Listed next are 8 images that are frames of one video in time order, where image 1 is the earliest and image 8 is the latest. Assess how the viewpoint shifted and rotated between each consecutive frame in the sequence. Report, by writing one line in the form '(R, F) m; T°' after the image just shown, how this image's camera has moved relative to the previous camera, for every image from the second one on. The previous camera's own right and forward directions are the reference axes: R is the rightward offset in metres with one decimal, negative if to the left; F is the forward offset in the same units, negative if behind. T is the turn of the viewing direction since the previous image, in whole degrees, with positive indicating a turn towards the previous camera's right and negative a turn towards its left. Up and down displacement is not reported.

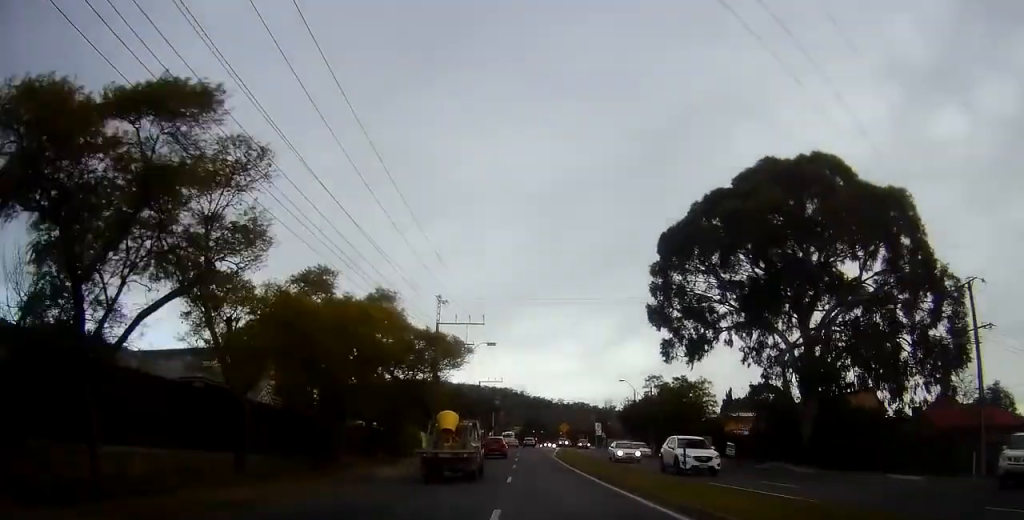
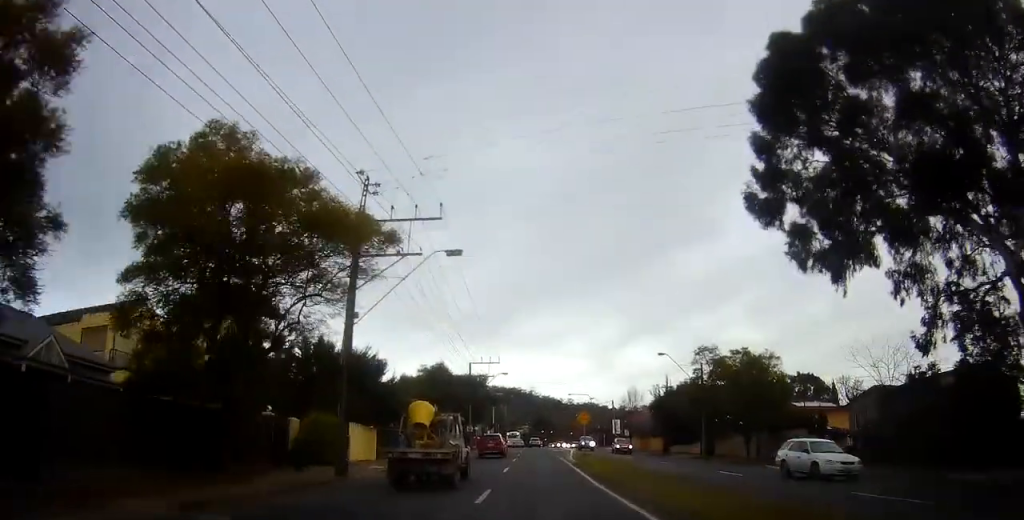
(+0.1, +18.5) m; -3°
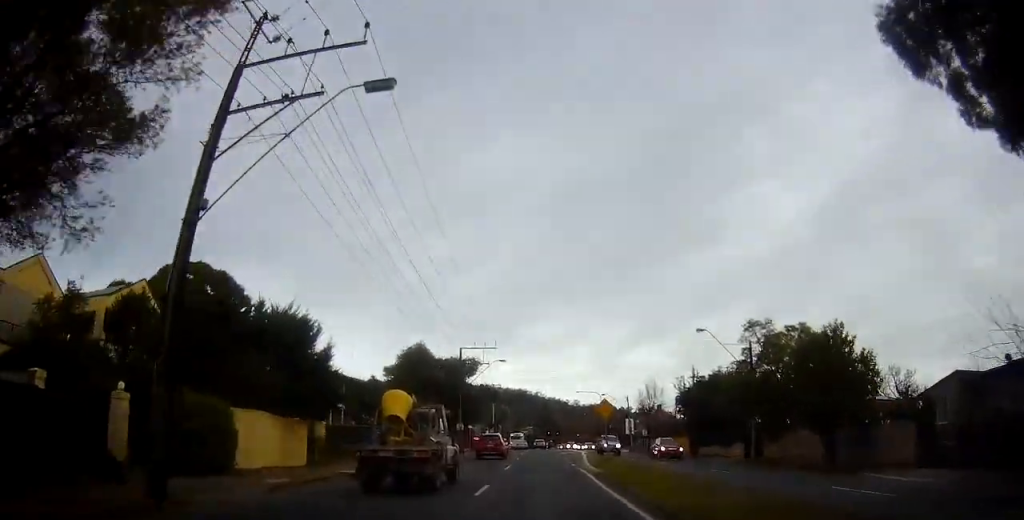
(-0.5, +10.9) m; 0°
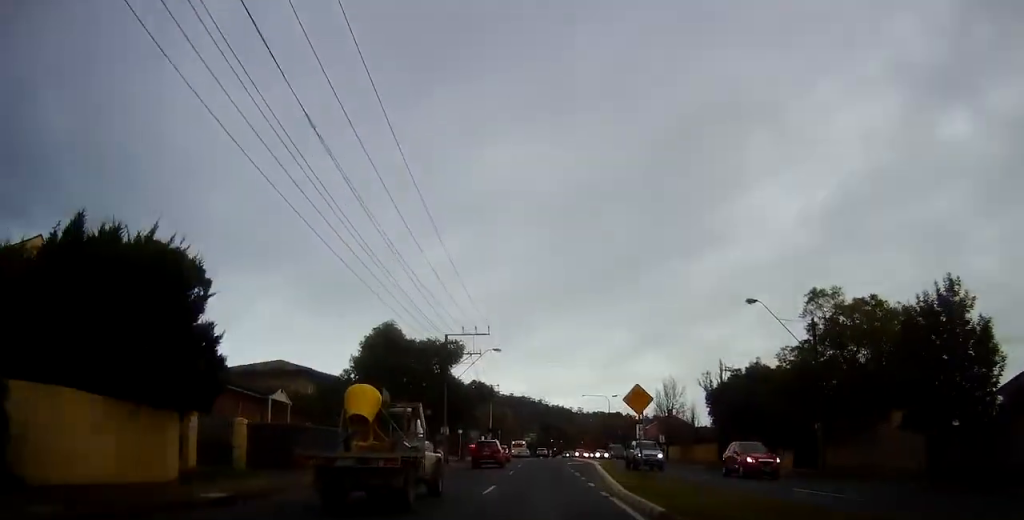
(-0.1, +9.2) m; 0°
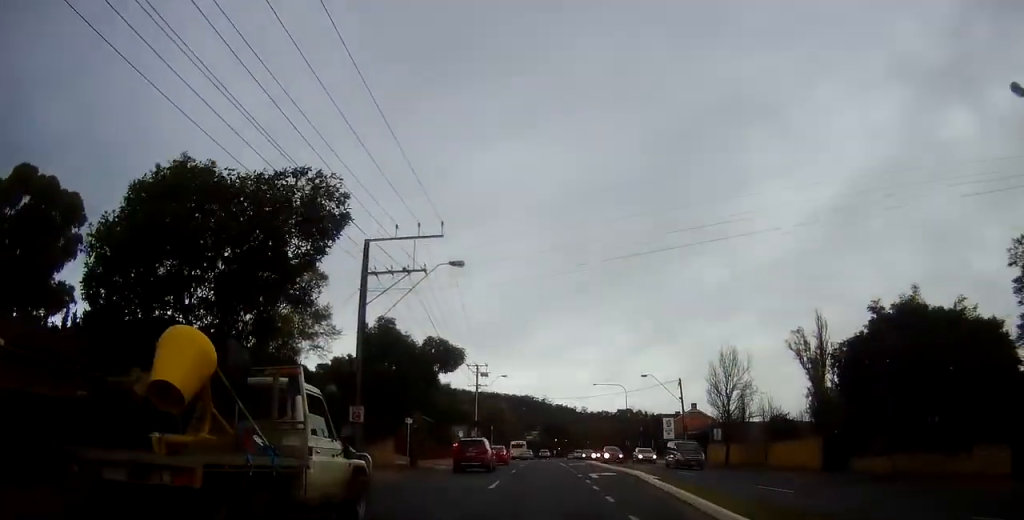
(+0.2, +20.5) m; -1°
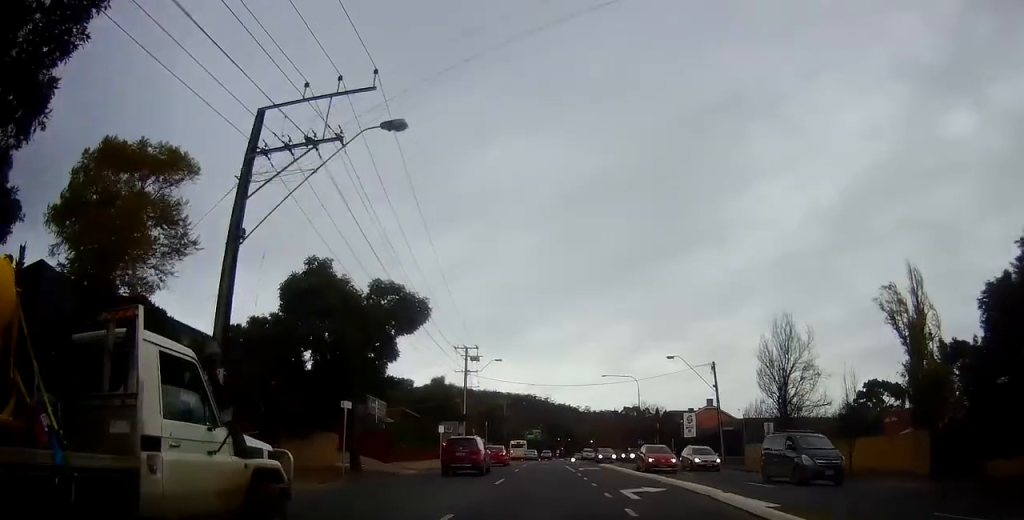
(-0.3, +10.6) m; 0°
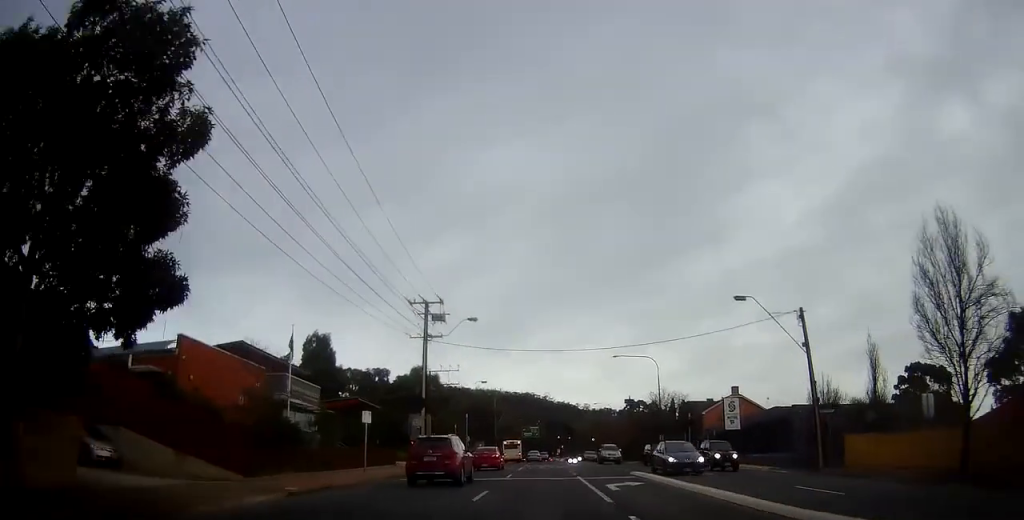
(+0.5, +16.7) m; +3°
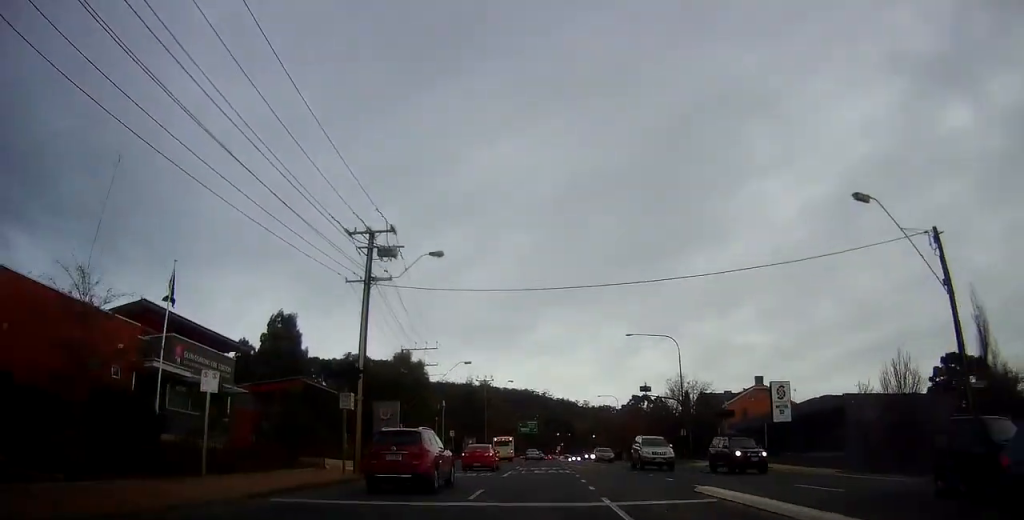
(+0.4, +11.8) m; -1°
